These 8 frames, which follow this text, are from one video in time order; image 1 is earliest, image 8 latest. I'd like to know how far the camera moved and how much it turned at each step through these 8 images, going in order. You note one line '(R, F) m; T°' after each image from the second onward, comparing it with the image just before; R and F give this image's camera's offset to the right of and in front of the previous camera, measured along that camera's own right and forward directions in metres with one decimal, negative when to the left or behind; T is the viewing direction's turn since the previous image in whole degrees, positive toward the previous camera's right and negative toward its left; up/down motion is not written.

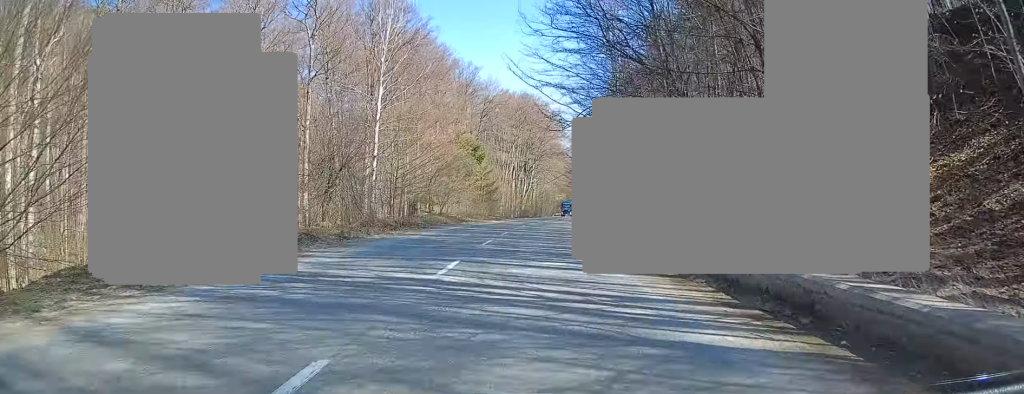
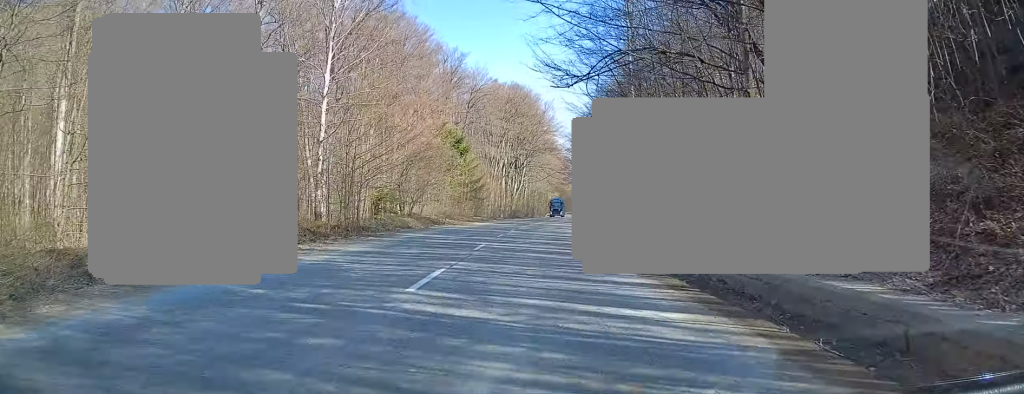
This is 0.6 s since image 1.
(+0.1, +11.0) m; +1°
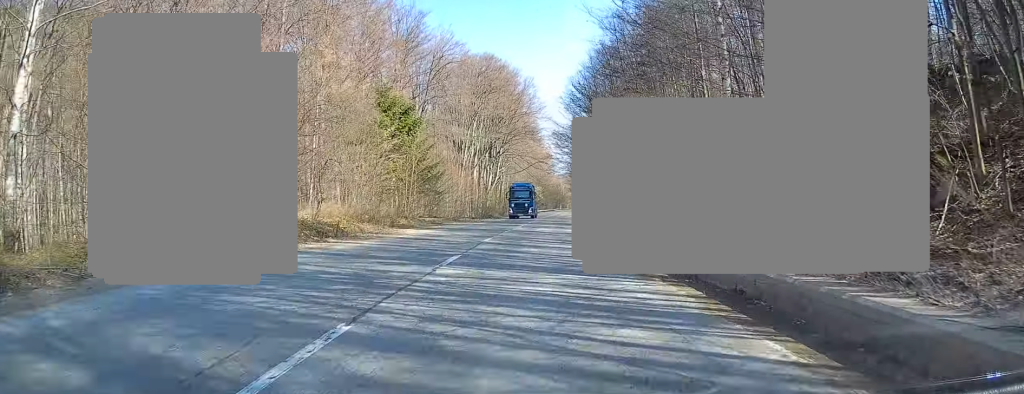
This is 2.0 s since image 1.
(+0.3, +23.7) m; +2°
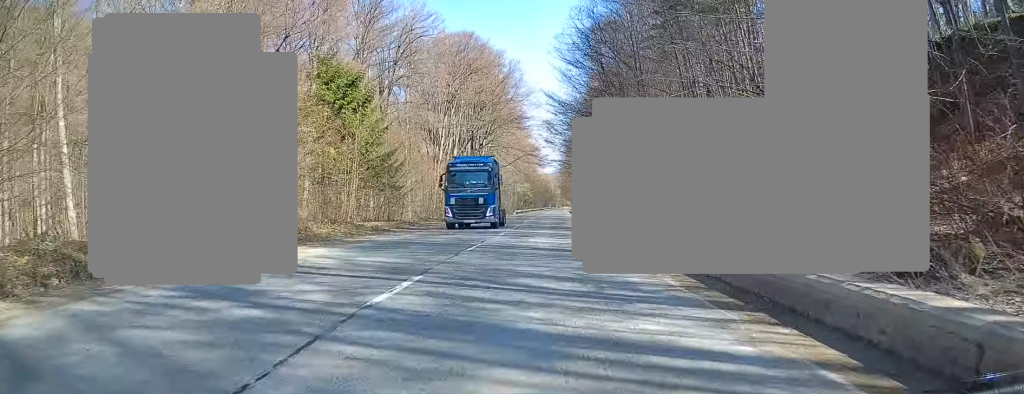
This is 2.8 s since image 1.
(+0.2, +14.3) m; +1°
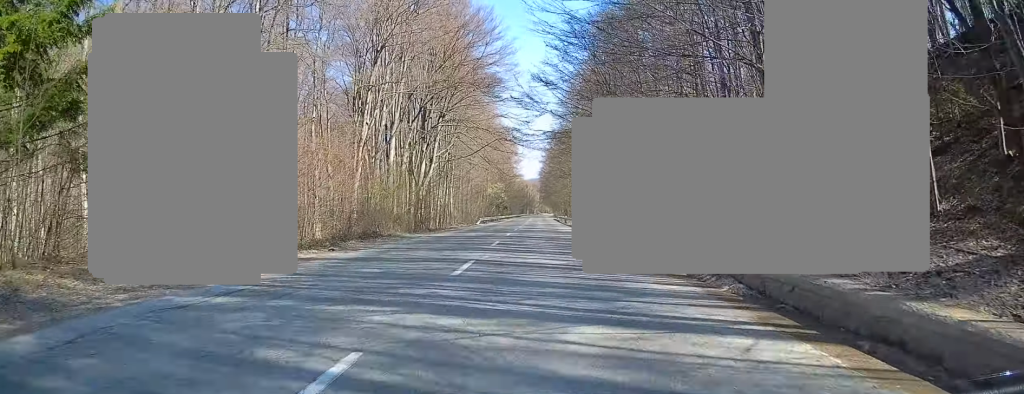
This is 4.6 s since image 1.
(+0.5, +32.2) m; +2°
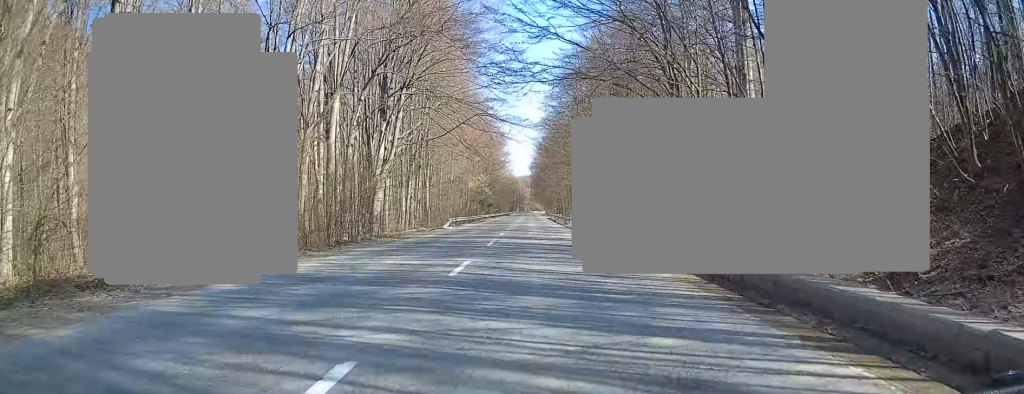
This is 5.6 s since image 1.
(+0.1, +18.1) m; +1°
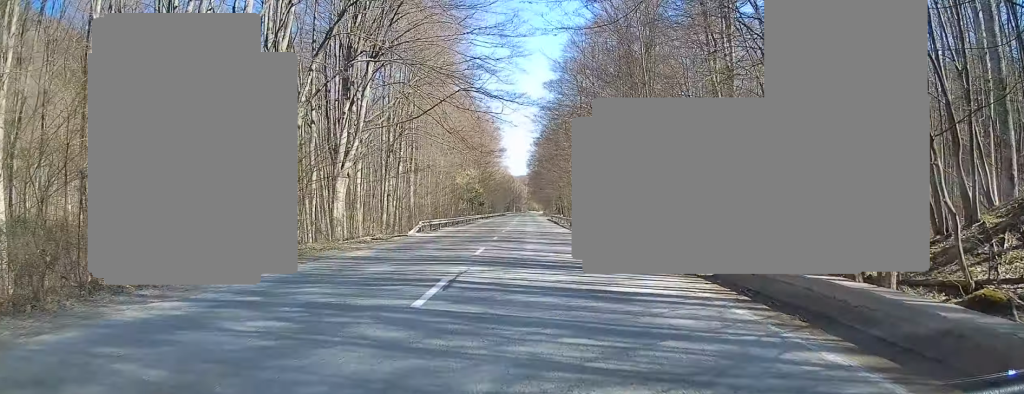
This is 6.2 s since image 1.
(+0.1, +12.2) m; +1°
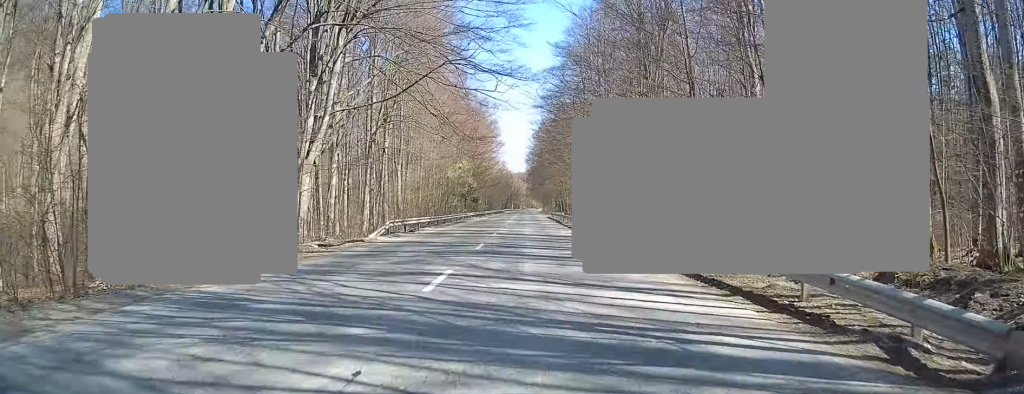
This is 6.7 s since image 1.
(0.0, +7.9) m; +1°
